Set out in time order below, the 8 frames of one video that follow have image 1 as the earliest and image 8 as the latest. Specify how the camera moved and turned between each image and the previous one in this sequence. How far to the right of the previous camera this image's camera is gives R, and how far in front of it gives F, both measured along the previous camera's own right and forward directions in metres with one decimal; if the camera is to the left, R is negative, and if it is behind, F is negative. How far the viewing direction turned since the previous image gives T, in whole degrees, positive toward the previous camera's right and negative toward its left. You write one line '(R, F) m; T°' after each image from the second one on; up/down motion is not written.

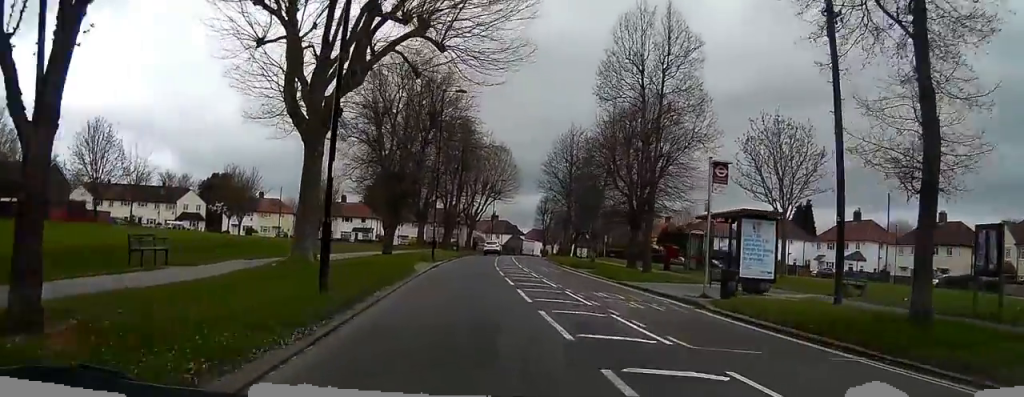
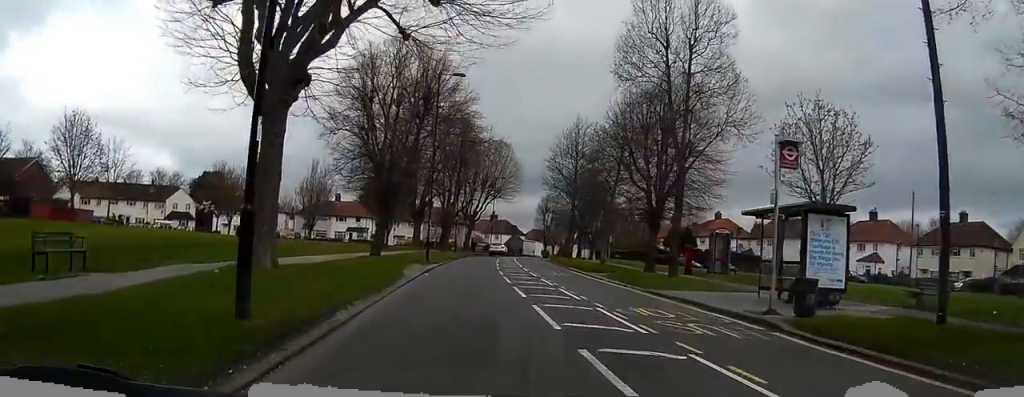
(0.0, +4.7) m; -1°
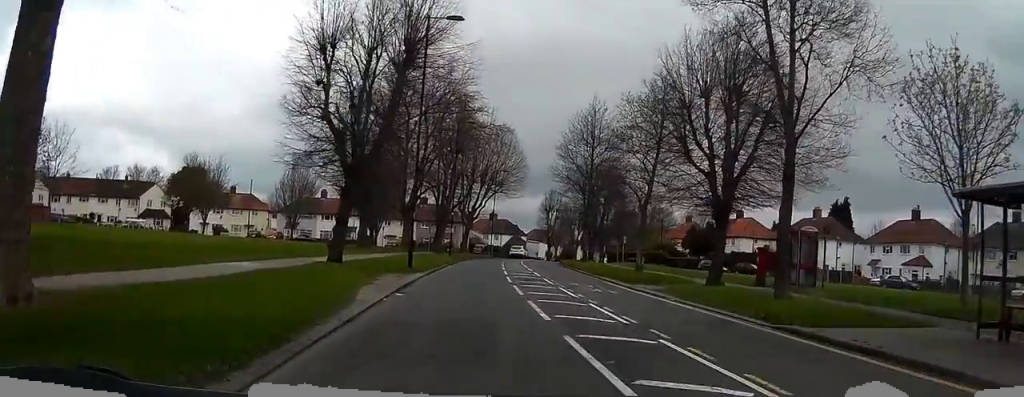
(-0.2, +10.5) m; -1°
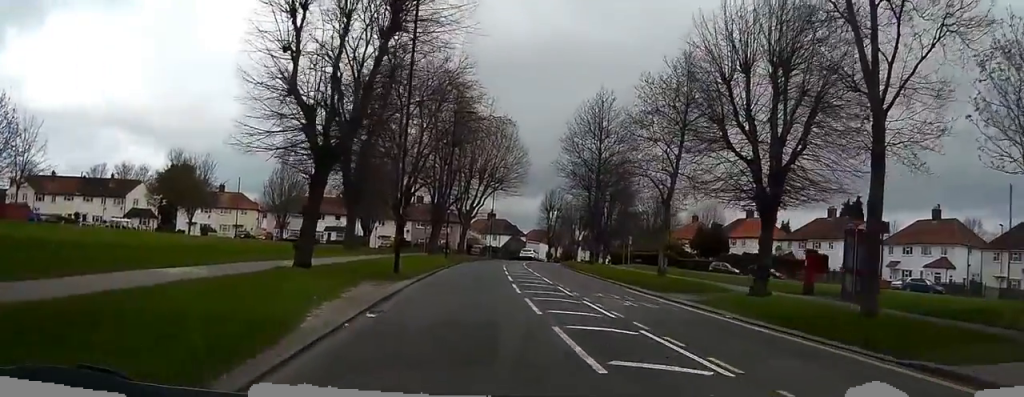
(-0.1, +4.7) m; 0°
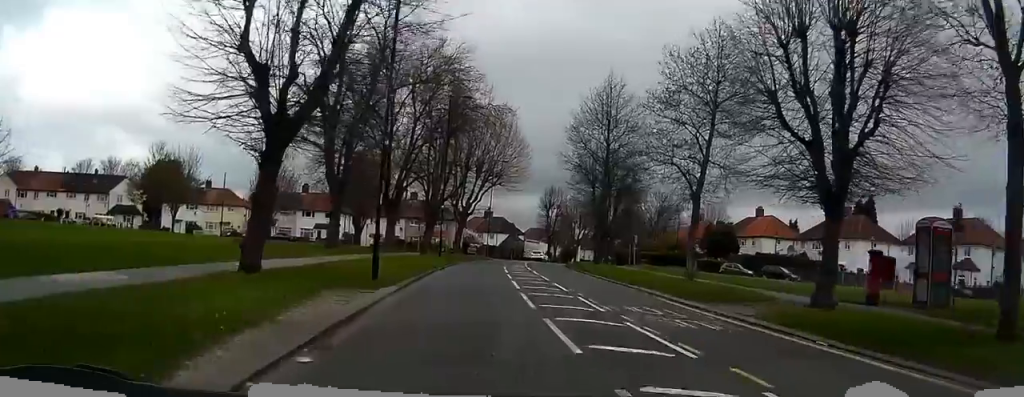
(+0.2, +4.8) m; +1°
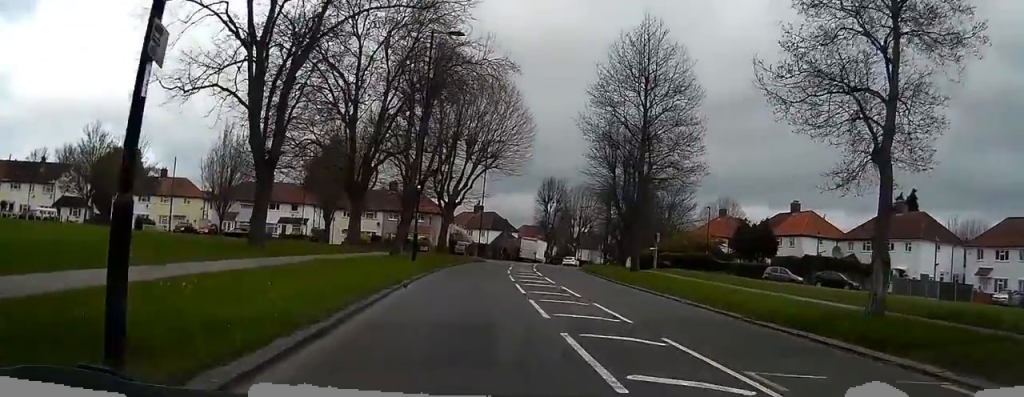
(+0.2, +14.1) m; 0°
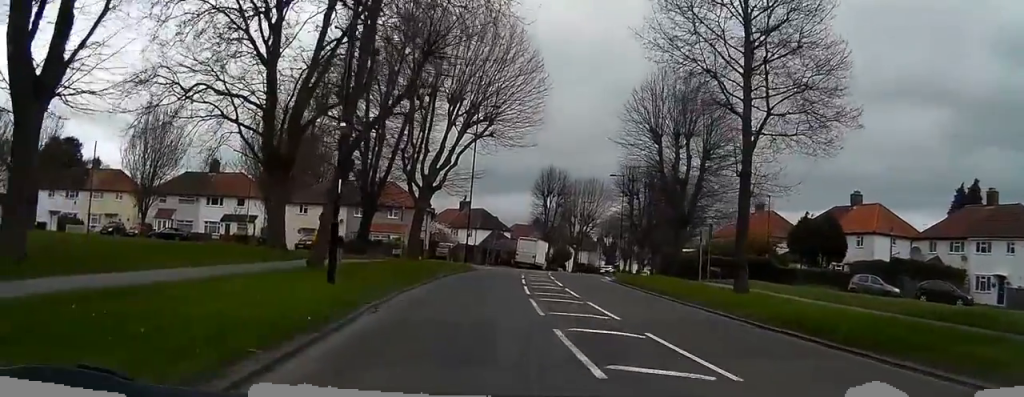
(-0.5, +16.9) m; 0°
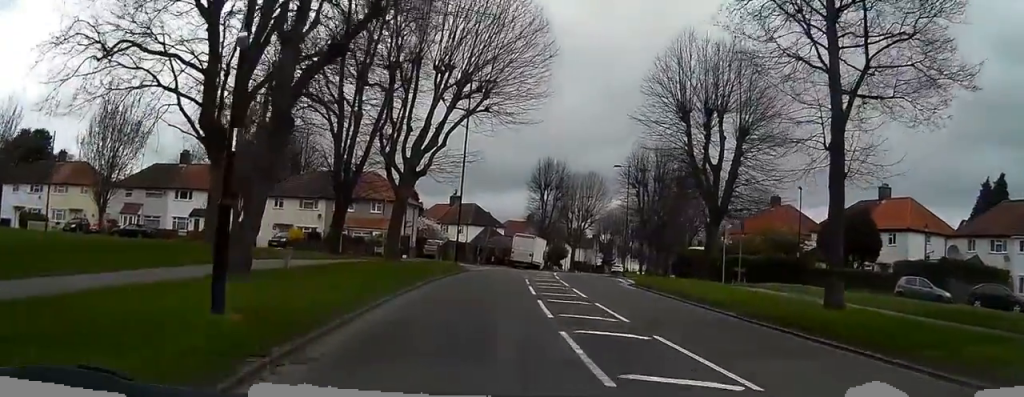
(+0.3, +6.5) m; +2°
